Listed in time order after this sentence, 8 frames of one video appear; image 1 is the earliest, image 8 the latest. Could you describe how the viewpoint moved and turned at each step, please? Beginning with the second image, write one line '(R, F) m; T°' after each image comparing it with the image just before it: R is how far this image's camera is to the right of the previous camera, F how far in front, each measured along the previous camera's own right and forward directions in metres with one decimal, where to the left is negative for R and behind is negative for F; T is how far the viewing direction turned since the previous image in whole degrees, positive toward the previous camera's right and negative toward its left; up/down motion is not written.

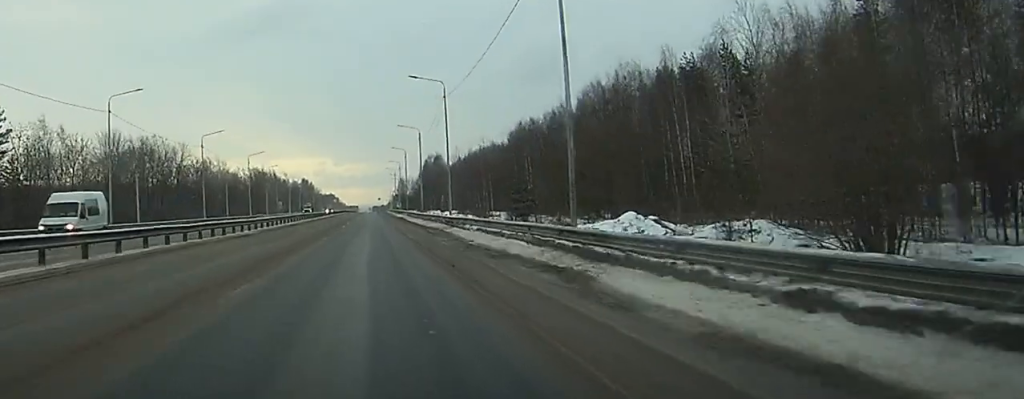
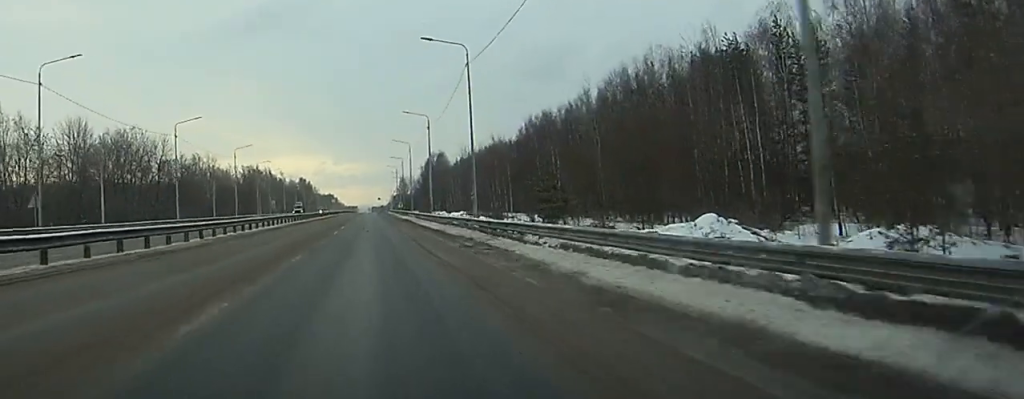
(0.0, +15.2) m; 0°
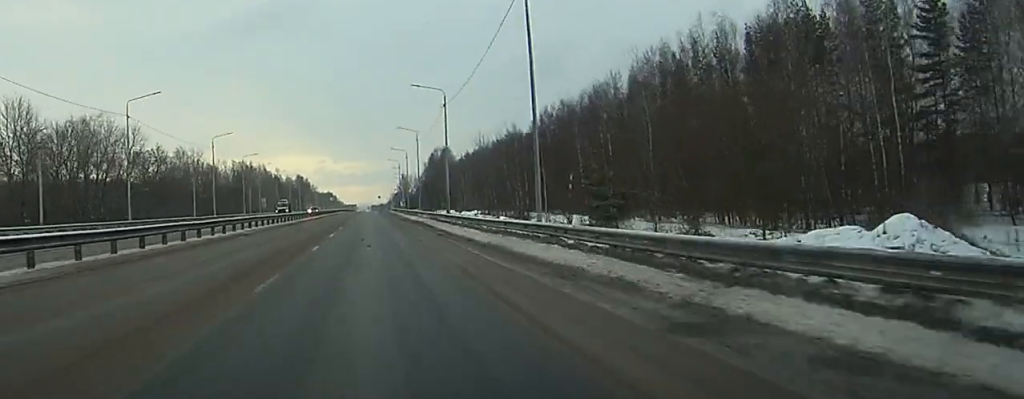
(0.0, +19.1) m; 0°
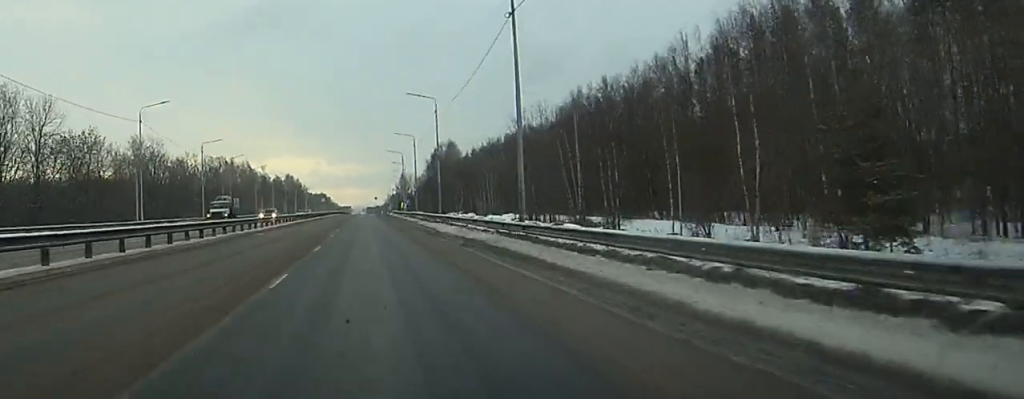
(0.0, +35.3) m; 0°
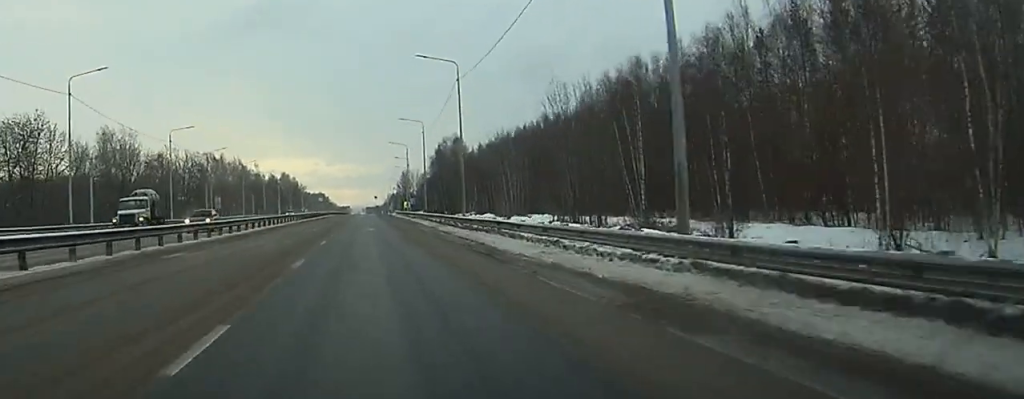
(0.0, +19.0) m; 0°
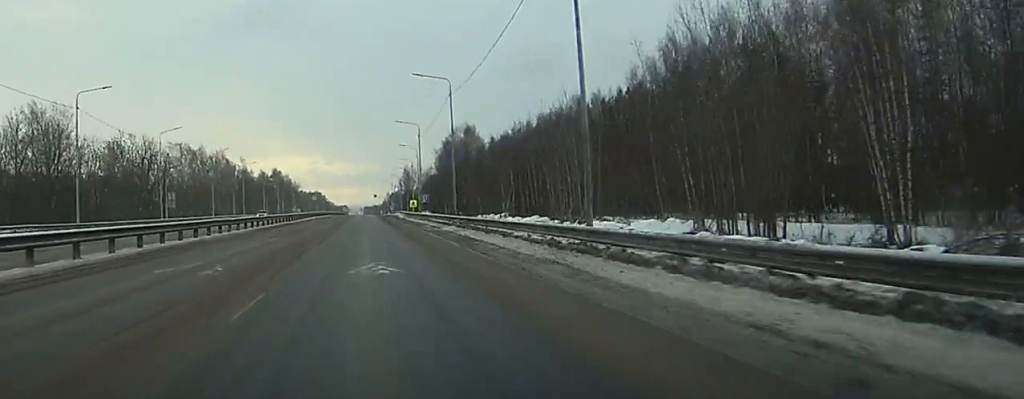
(0.0, +32.2) m; 0°
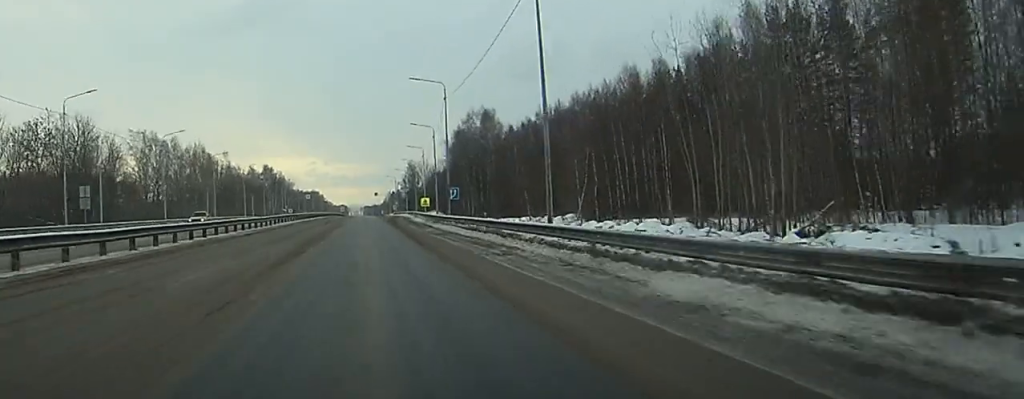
(0.0, +33.5) m; 0°
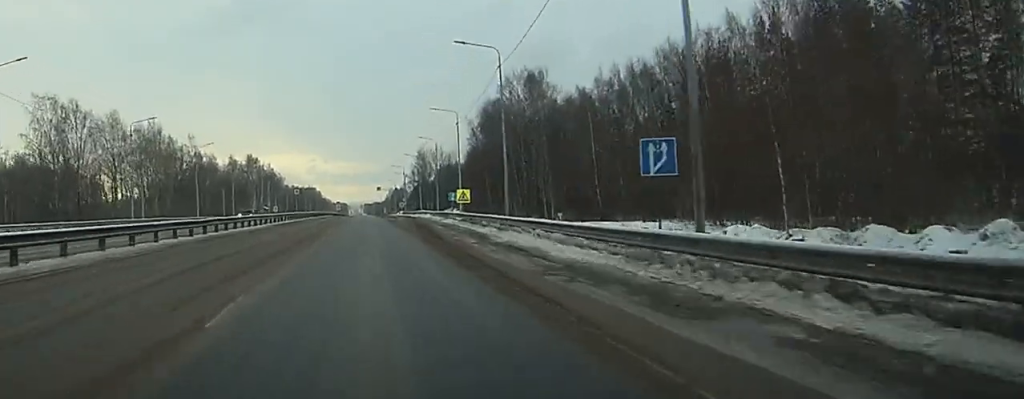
(0.0, +54.2) m; 0°
